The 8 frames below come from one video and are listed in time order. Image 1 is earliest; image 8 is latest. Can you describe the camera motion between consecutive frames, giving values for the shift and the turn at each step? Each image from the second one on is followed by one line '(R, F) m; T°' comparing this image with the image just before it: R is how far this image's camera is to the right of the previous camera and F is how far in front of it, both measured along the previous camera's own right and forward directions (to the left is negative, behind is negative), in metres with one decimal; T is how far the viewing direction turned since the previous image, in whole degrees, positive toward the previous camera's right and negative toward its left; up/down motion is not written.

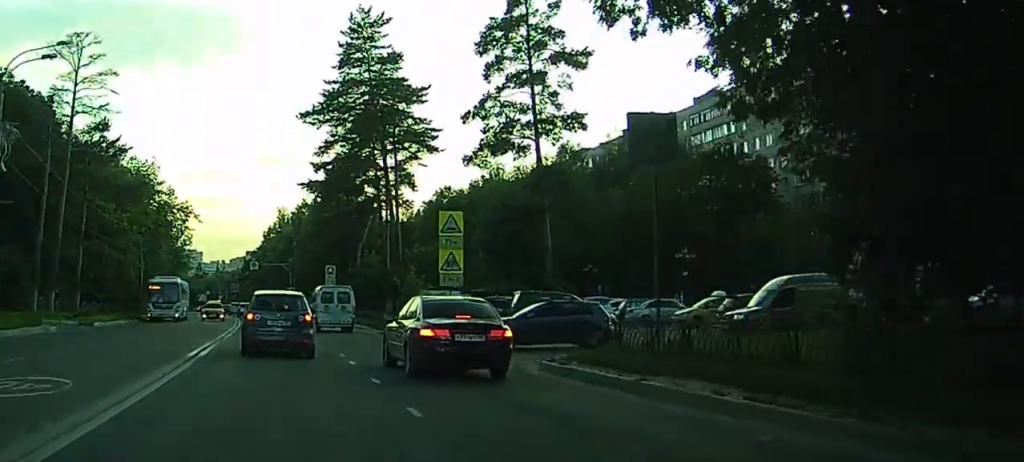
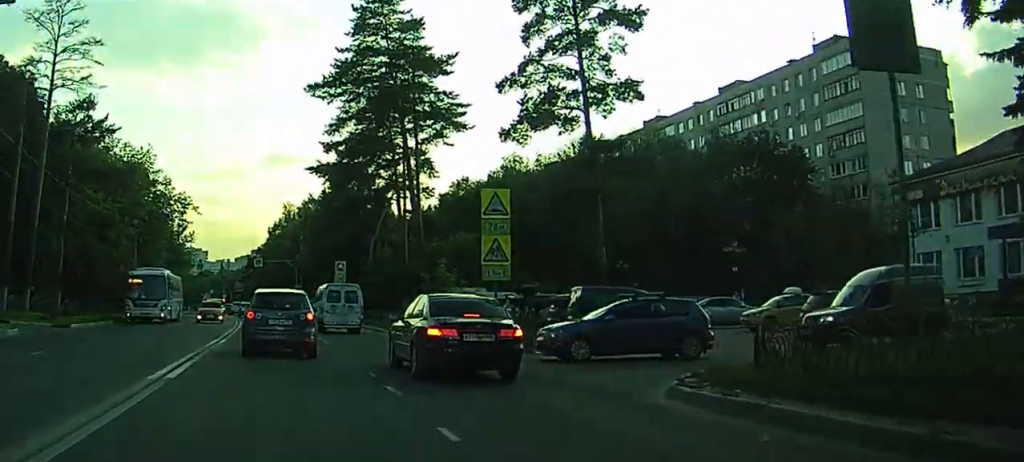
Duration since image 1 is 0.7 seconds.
(-0.1, +6.5) m; -1°
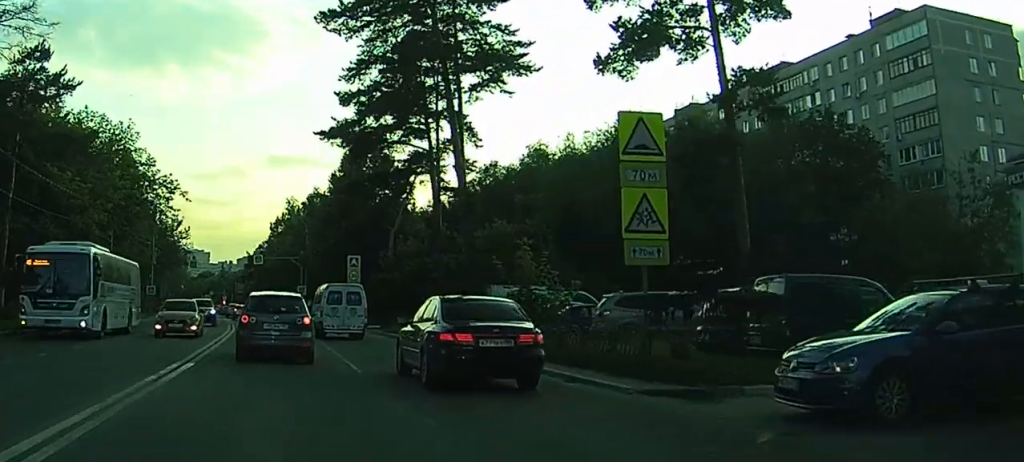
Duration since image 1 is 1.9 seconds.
(0.0, +11.2) m; +2°
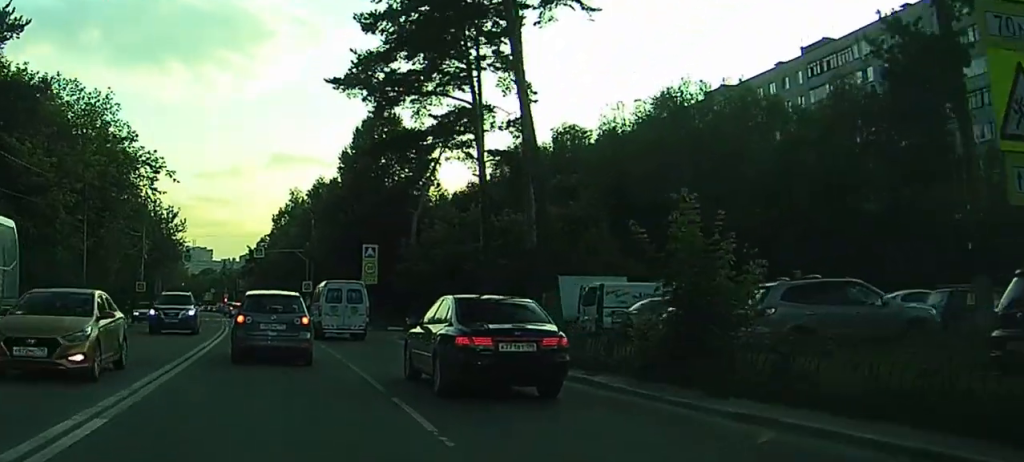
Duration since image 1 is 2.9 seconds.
(+0.3, +8.9) m; +3°
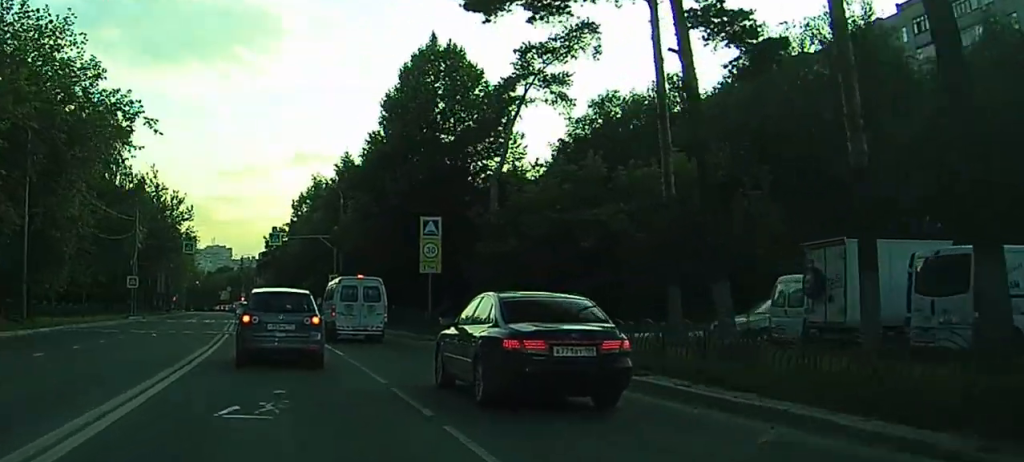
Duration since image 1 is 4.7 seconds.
(+0.3, +15.3) m; -1°
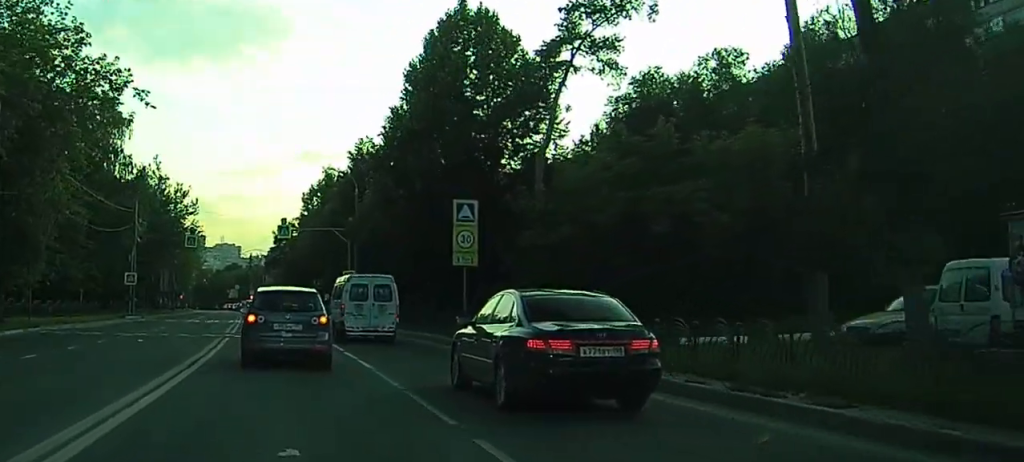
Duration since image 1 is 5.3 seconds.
(-0.3, +5.1) m; -1°
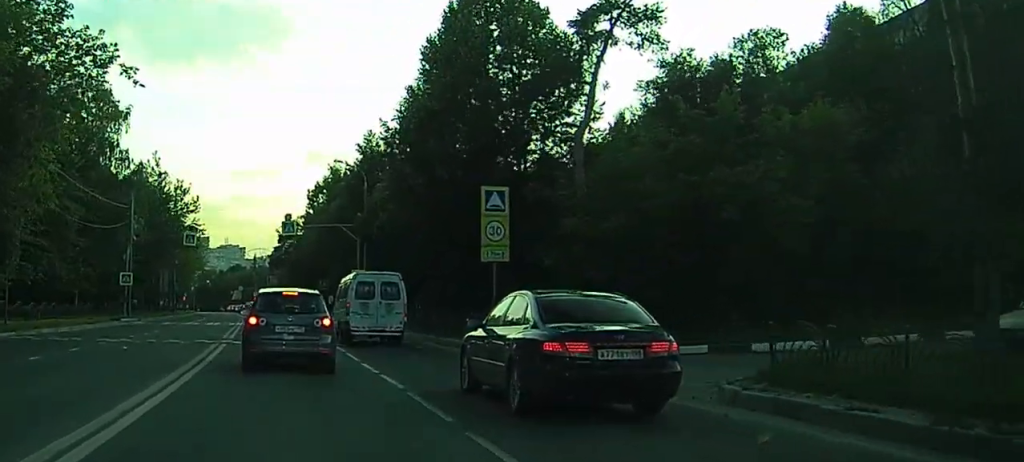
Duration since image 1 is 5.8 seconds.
(0.0, +3.7) m; 0°
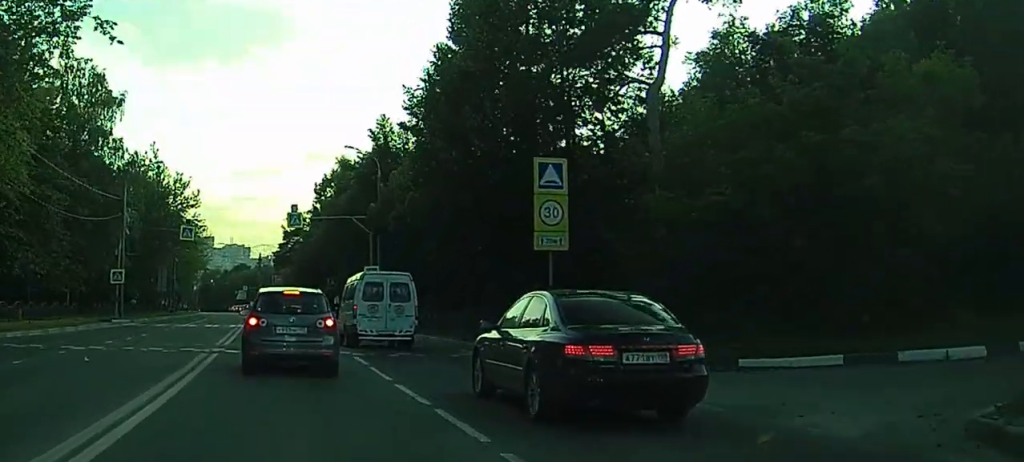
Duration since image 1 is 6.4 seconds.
(+0.1, +5.2) m; +1°
